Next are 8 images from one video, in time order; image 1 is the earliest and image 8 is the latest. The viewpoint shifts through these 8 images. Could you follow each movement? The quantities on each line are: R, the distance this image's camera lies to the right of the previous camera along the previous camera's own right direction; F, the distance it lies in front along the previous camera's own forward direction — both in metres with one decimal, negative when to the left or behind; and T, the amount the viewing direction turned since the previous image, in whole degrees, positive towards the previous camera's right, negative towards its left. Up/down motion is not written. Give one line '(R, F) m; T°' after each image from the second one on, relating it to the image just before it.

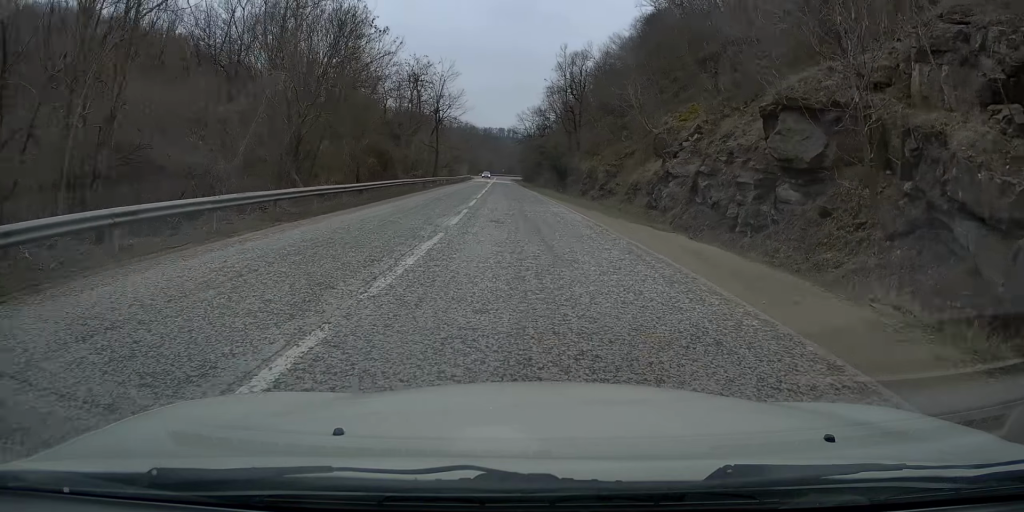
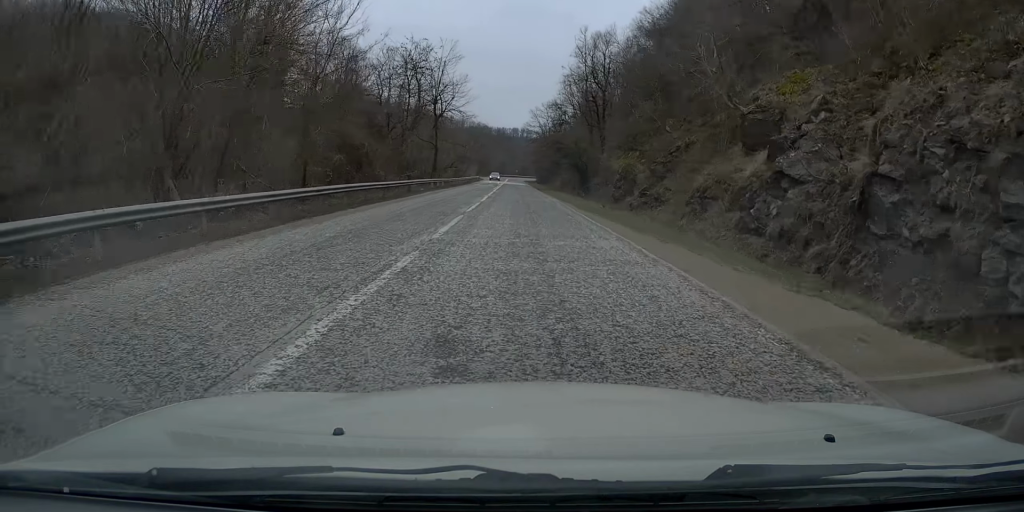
(-0.1, +12.0) m; -1°
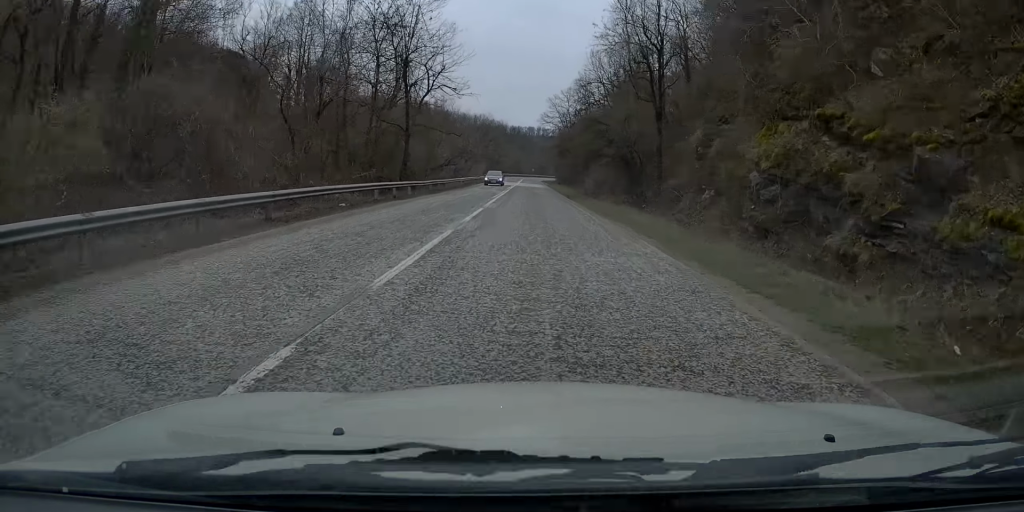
(-0.3, +23.2) m; -2°
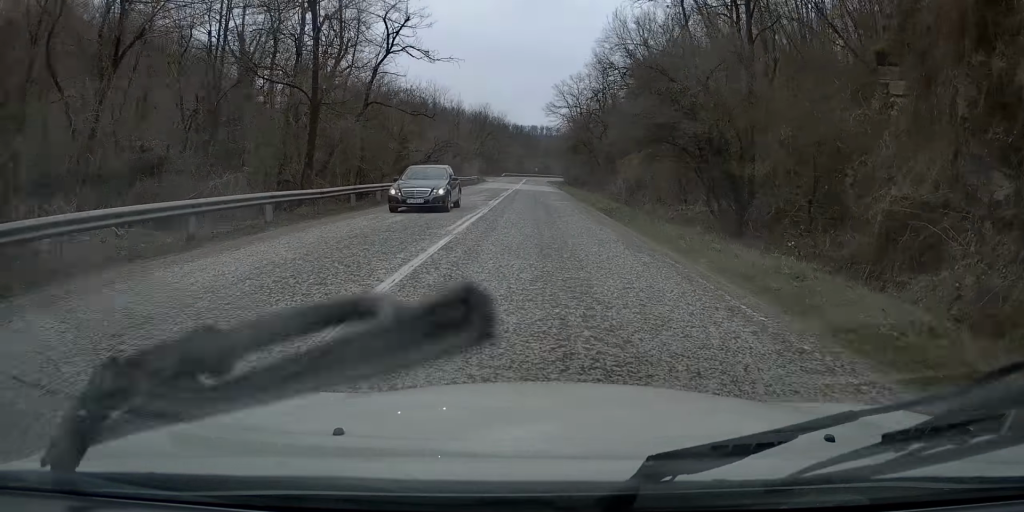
(-0.4, +19.6) m; -1°
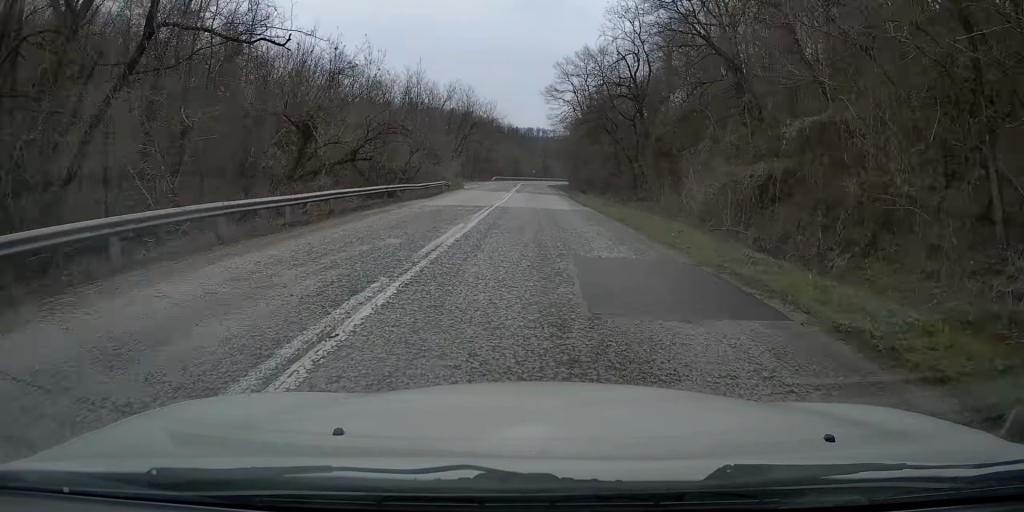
(+0.2, +25.6) m; 0°
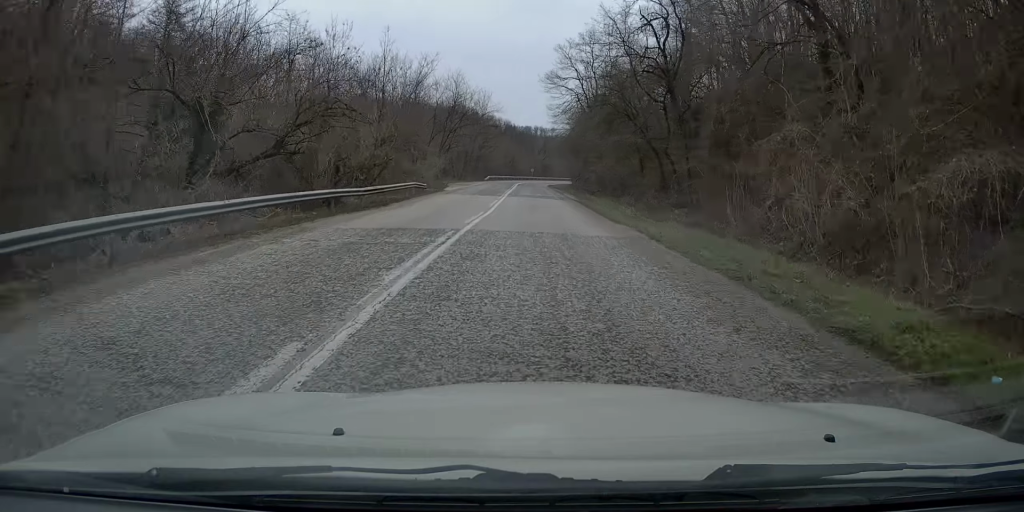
(-0.1, +11.5) m; 0°
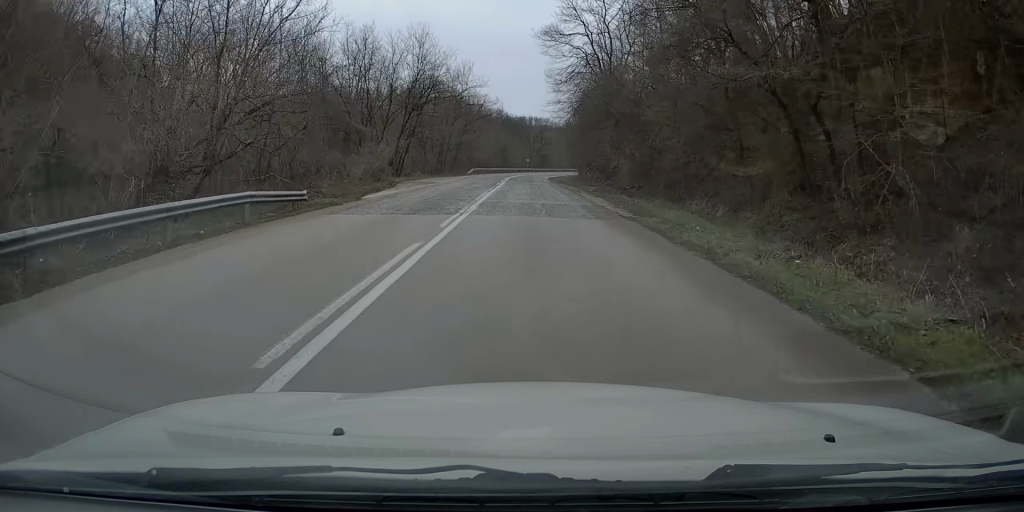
(0.0, +21.1) m; 0°
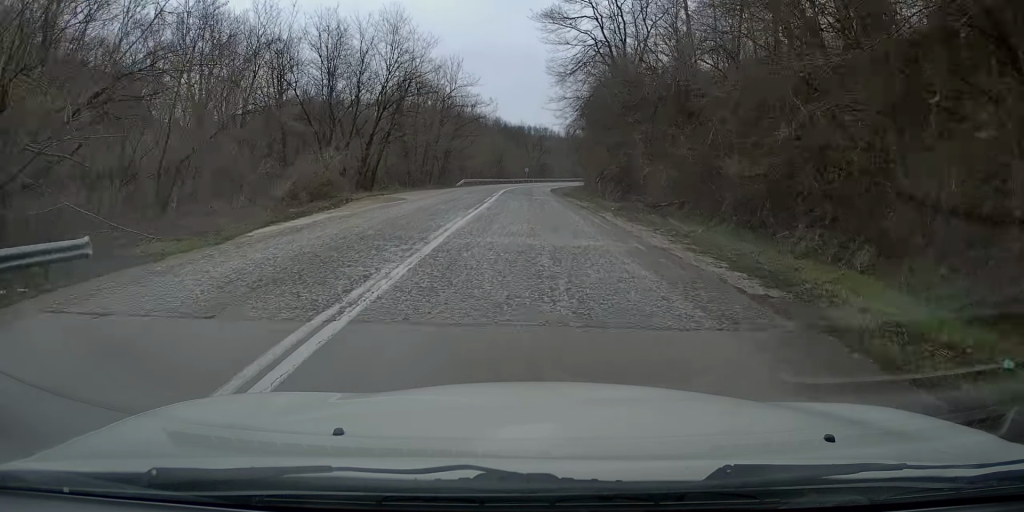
(+0.1, +10.2) m; 0°
